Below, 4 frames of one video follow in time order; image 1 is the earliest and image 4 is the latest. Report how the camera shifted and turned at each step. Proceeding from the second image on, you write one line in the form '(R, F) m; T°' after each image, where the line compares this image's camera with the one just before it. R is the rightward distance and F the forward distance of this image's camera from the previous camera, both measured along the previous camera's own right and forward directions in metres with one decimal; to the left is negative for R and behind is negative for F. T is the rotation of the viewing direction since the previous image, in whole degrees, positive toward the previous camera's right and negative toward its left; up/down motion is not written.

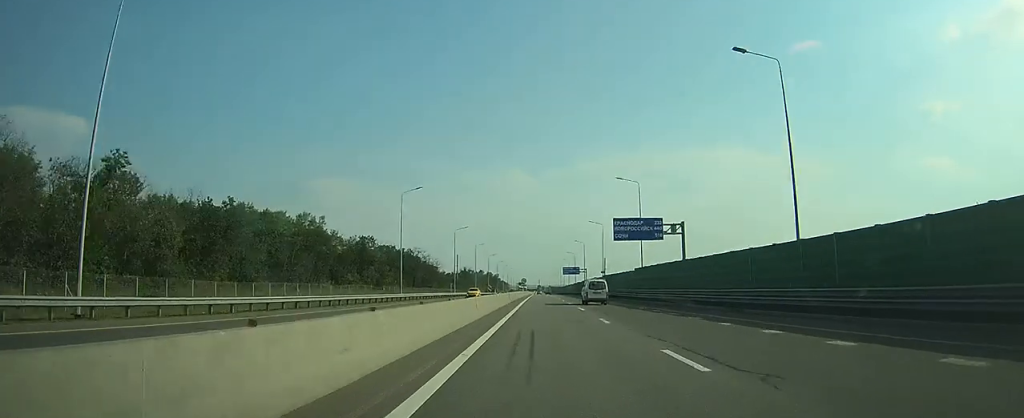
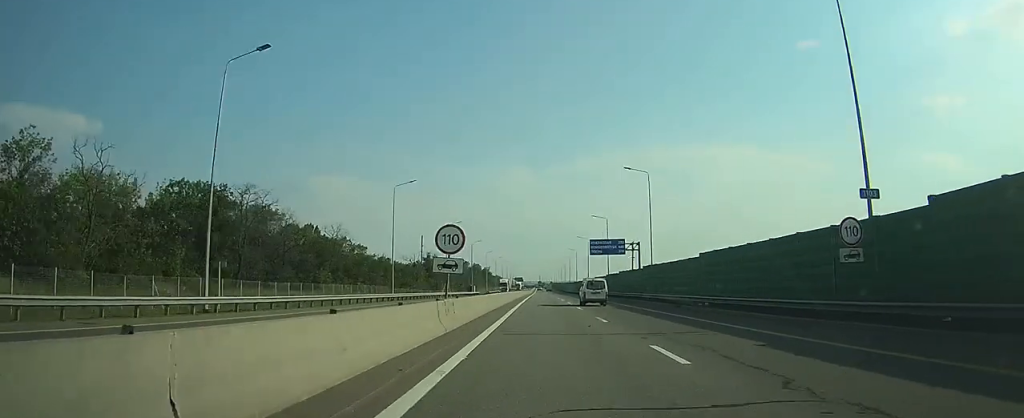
(0.0, +83.1) m; 0°
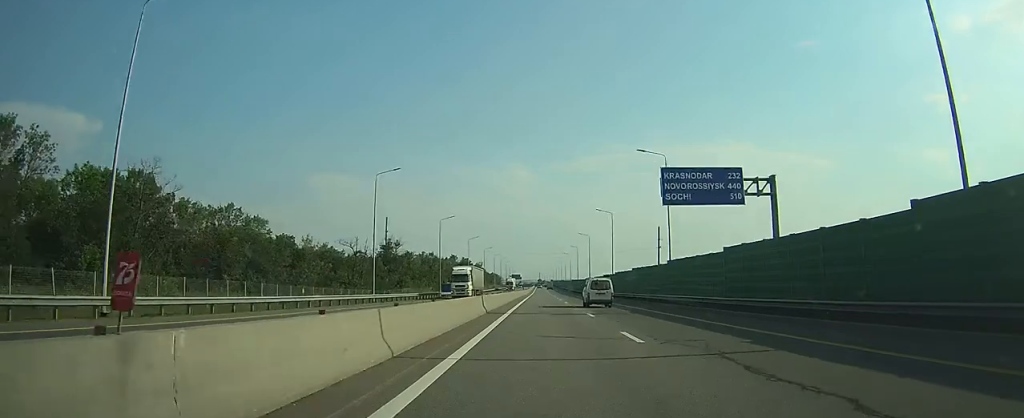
(0.0, +44.1) m; 0°
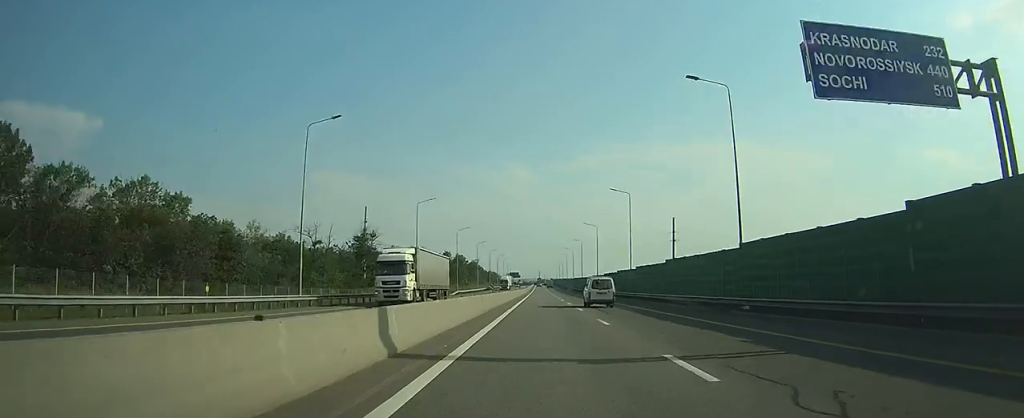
(0.0, +17.6) m; 0°
